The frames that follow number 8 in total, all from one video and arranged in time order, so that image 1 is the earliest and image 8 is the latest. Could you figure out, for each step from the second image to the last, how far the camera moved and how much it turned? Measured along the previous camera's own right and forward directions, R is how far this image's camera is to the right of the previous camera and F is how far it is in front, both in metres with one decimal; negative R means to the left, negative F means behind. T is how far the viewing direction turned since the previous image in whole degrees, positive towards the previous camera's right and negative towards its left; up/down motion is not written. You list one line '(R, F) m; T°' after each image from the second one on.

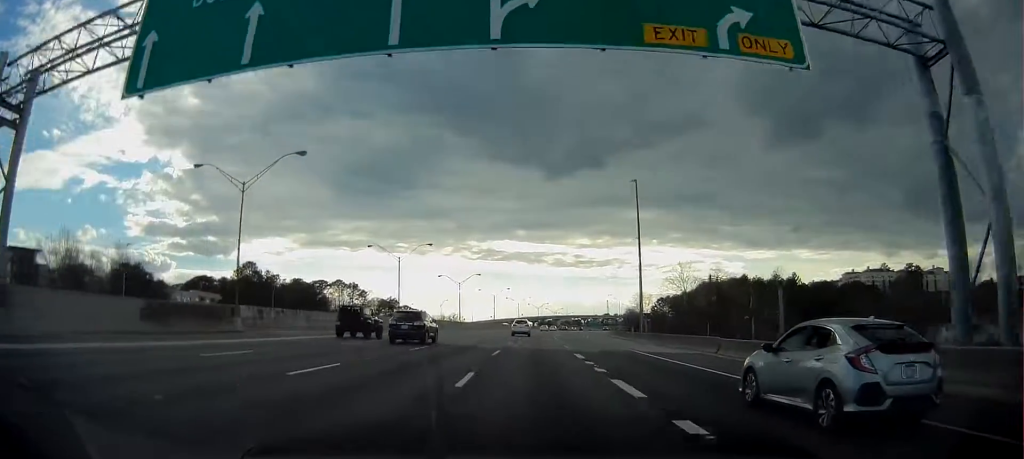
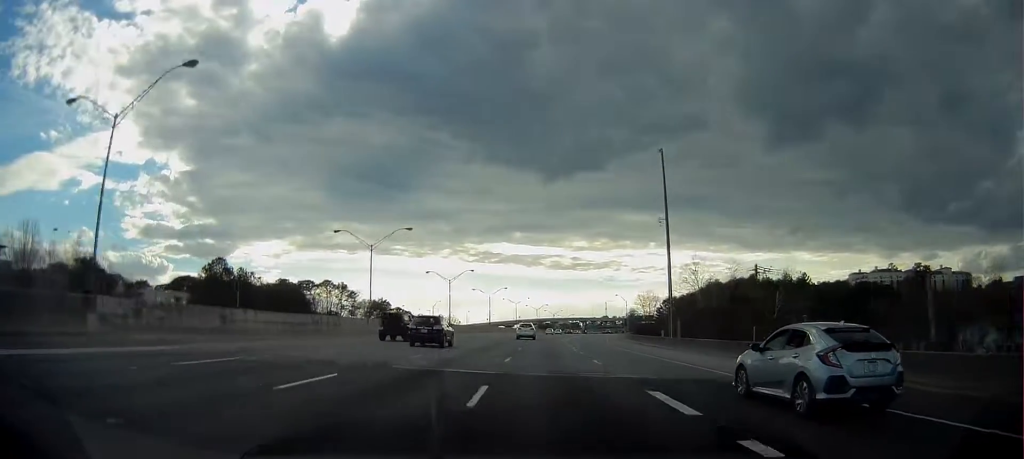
(-0.2, +14.2) m; 0°
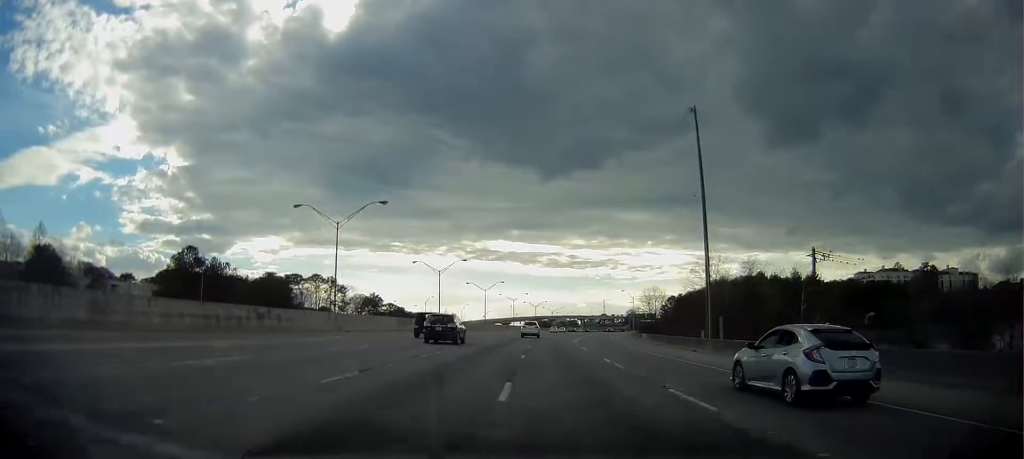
(-0.2, +11.9) m; 0°
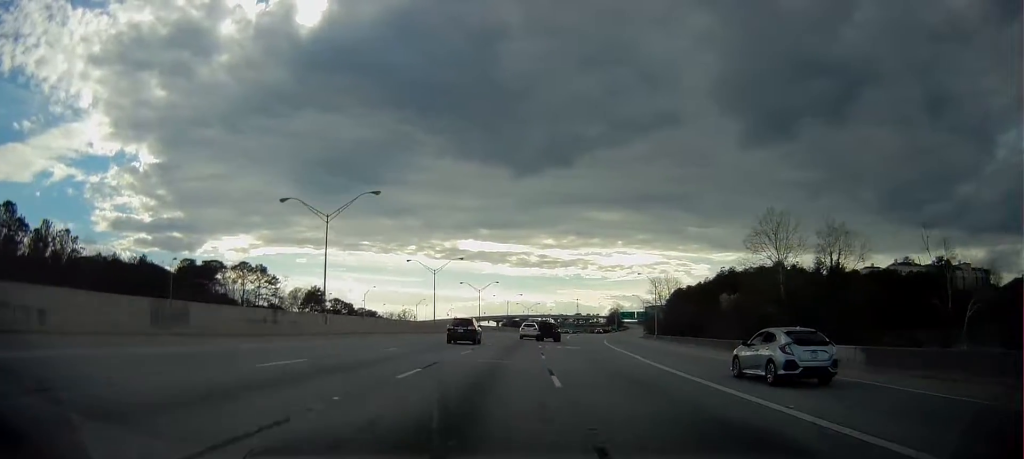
(+1.7, +45.8) m; +3°
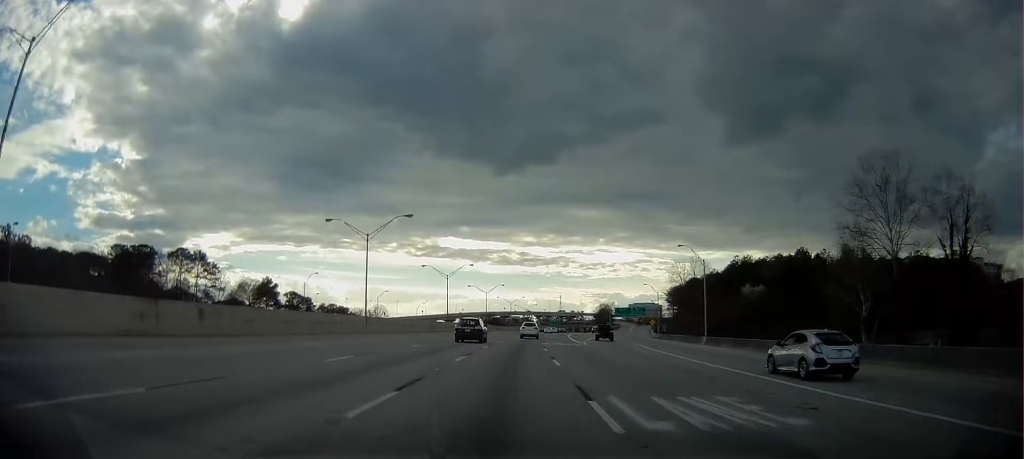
(+0.3, +31.6) m; +1°
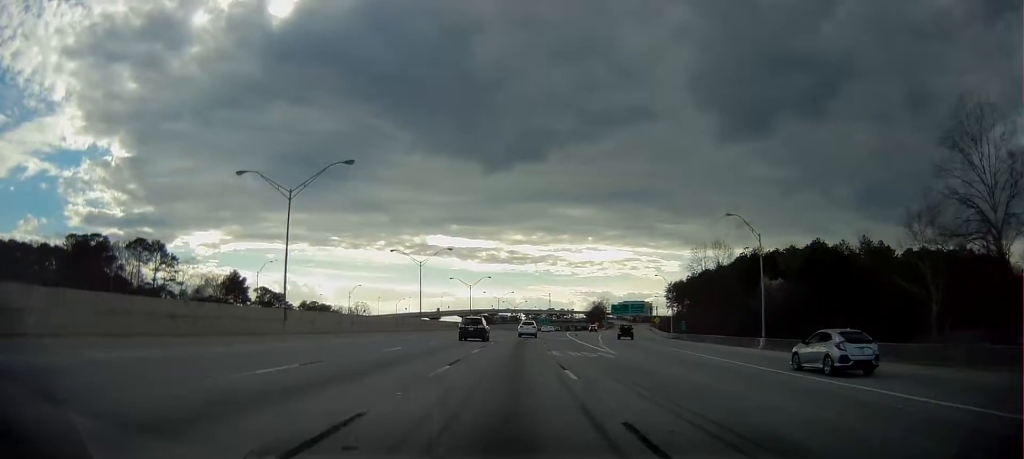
(+0.2, +17.8) m; +1°
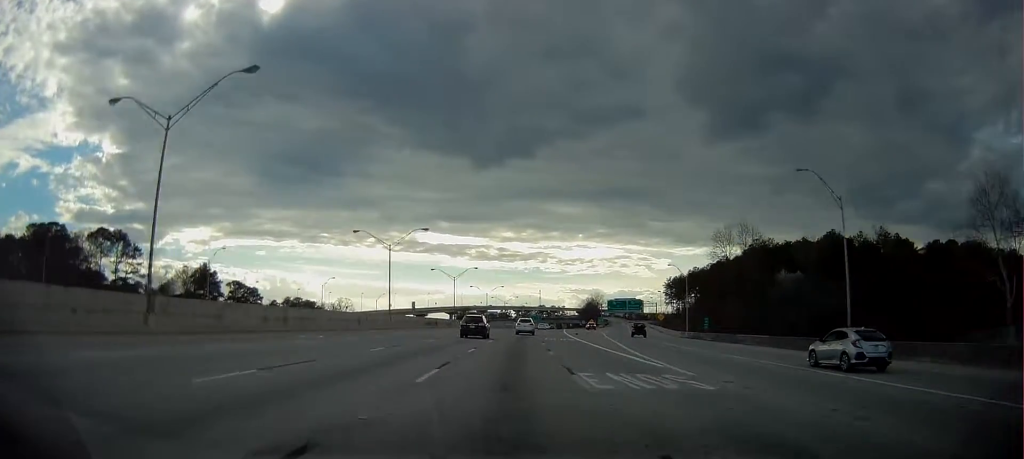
(+0.1, +14.5) m; +1°
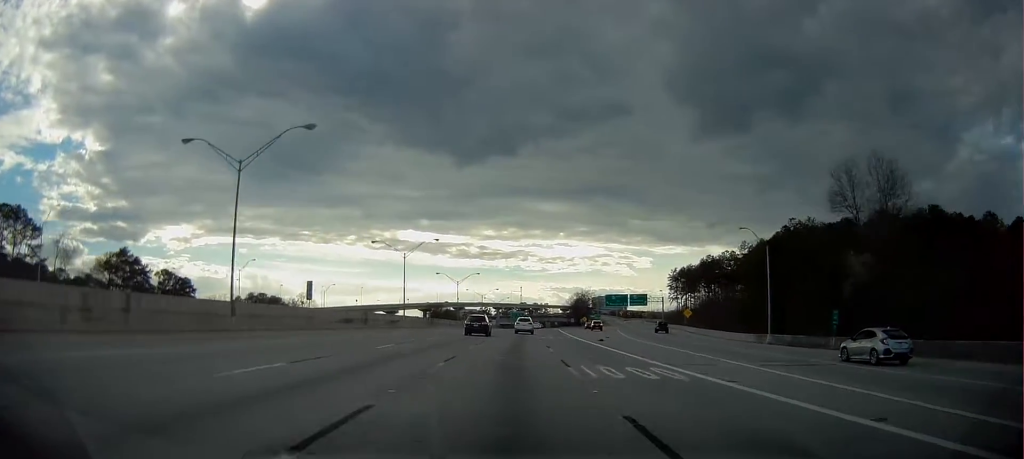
(+0.7, +34.2) m; +2°
